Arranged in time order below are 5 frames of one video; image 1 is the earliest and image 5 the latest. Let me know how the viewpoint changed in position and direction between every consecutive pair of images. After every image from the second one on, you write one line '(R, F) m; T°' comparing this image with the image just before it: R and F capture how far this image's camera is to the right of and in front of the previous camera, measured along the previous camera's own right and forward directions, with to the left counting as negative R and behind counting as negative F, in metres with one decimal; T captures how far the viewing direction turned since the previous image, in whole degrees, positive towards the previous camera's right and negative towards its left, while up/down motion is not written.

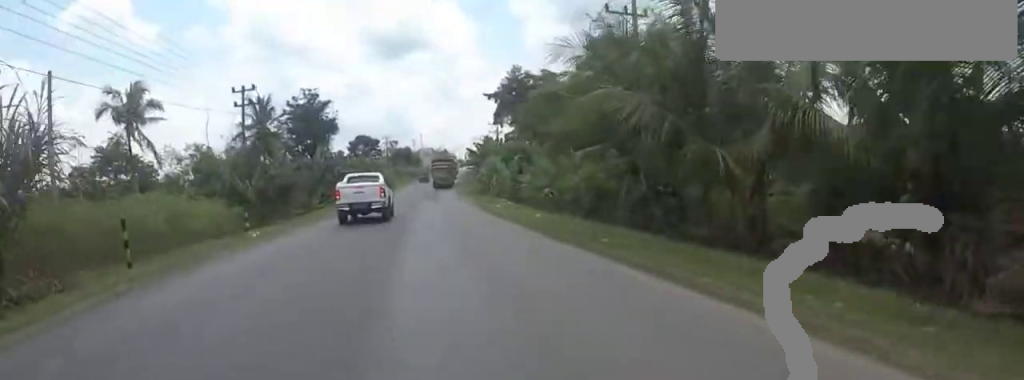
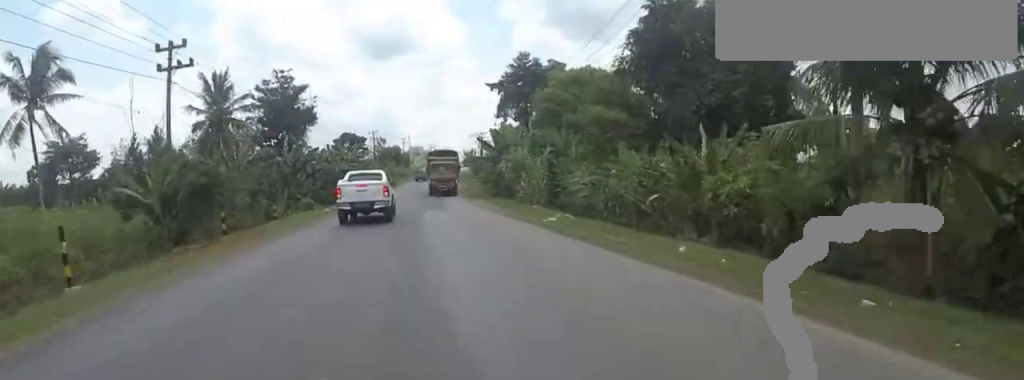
(0.0, +10.9) m; +2°
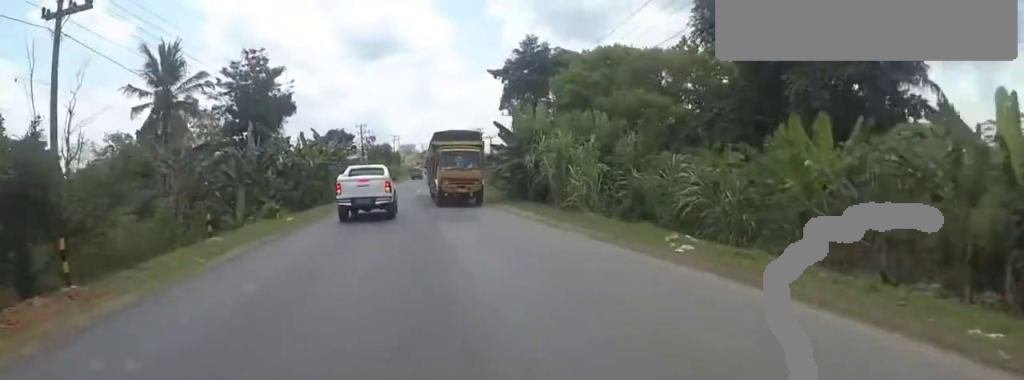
(+0.2, +8.5) m; +2°
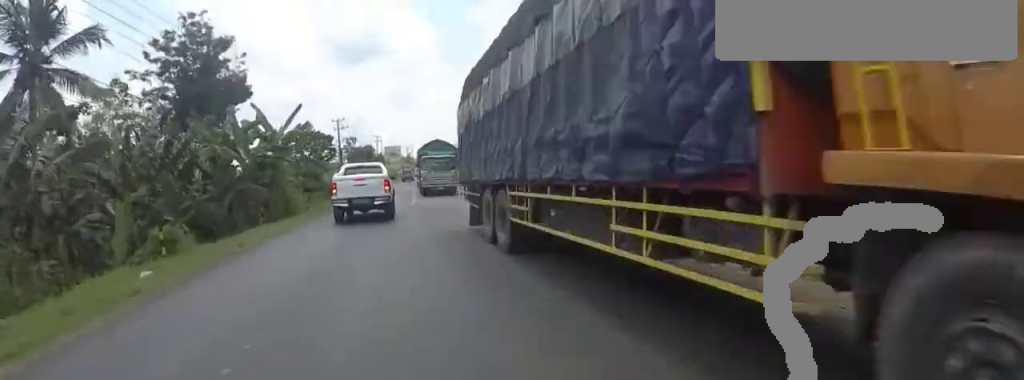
(+0.3, +12.0) m; +1°
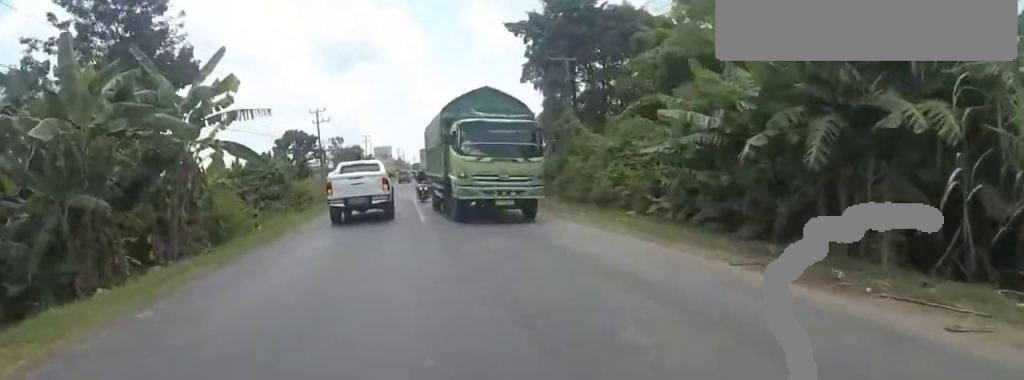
(+0.2, +10.0) m; -1°
